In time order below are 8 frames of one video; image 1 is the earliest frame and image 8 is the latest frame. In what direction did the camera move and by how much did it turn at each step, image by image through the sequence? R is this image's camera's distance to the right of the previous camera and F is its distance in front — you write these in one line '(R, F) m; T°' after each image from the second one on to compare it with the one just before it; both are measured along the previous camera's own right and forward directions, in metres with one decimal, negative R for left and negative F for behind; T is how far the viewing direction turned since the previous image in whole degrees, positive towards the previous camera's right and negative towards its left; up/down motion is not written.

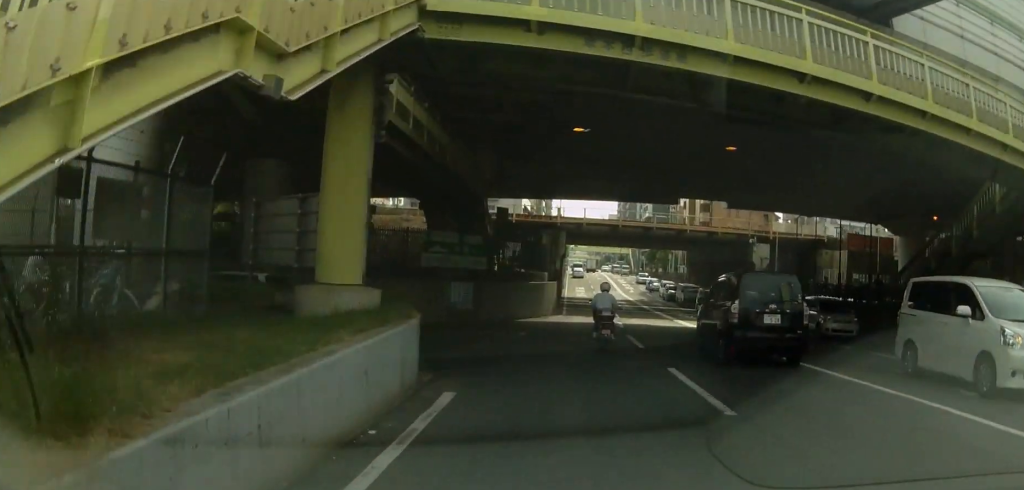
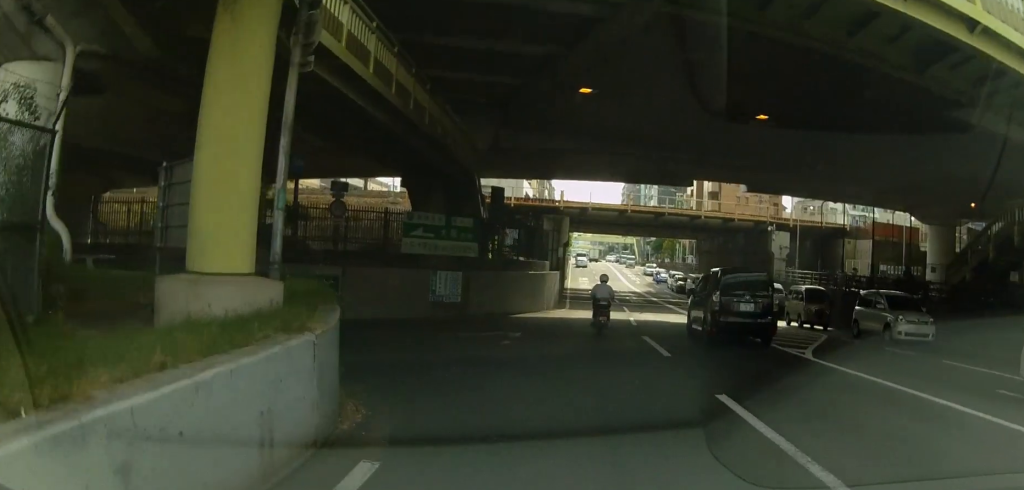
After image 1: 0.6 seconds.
(+0.2, +3.9) m; +1°
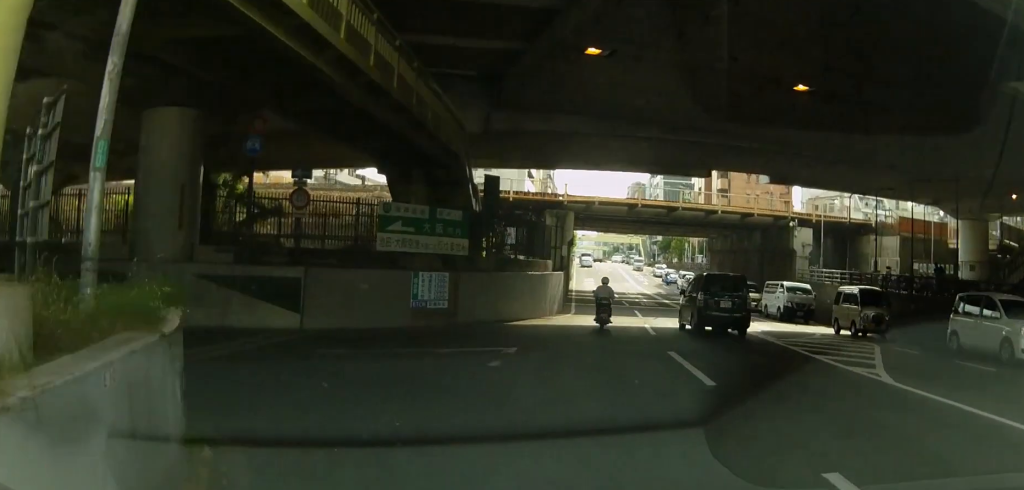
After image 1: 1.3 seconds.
(+0.3, +4.2) m; 0°
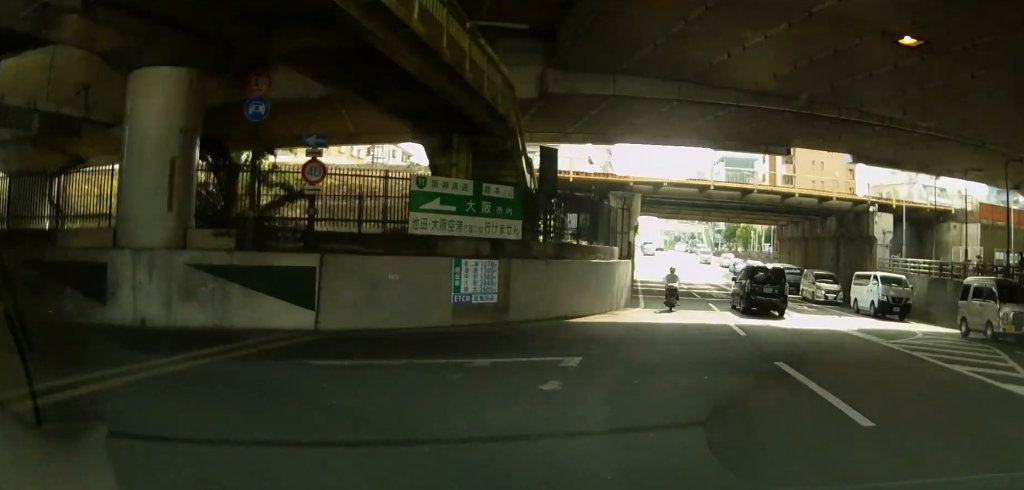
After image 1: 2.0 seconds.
(-0.3, +4.4) m; -4°
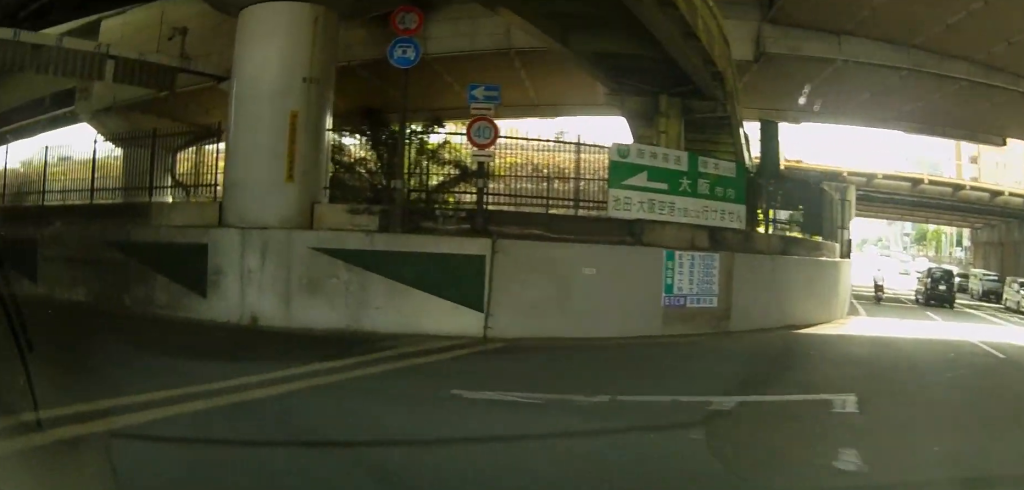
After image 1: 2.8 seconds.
(-0.2, +4.9) m; -5°
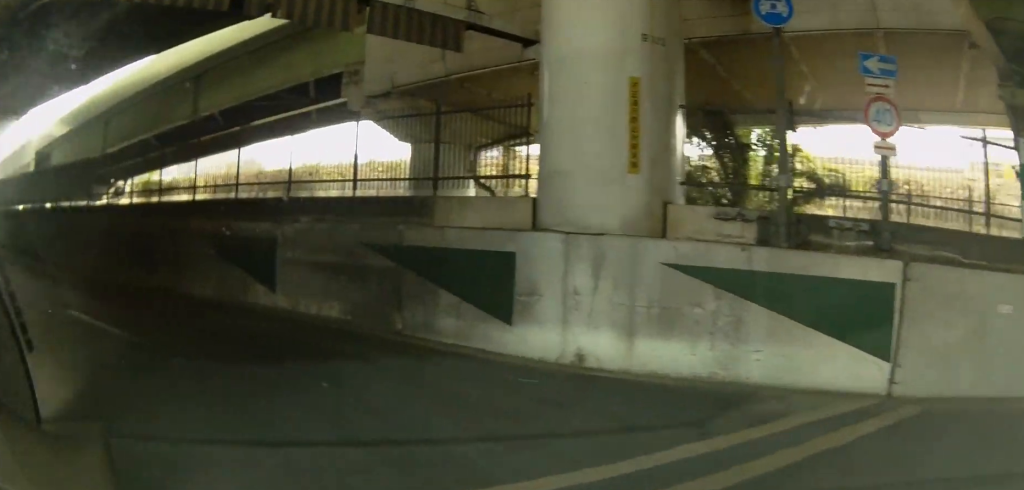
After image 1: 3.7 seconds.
(-0.2, +4.5) m; -9°
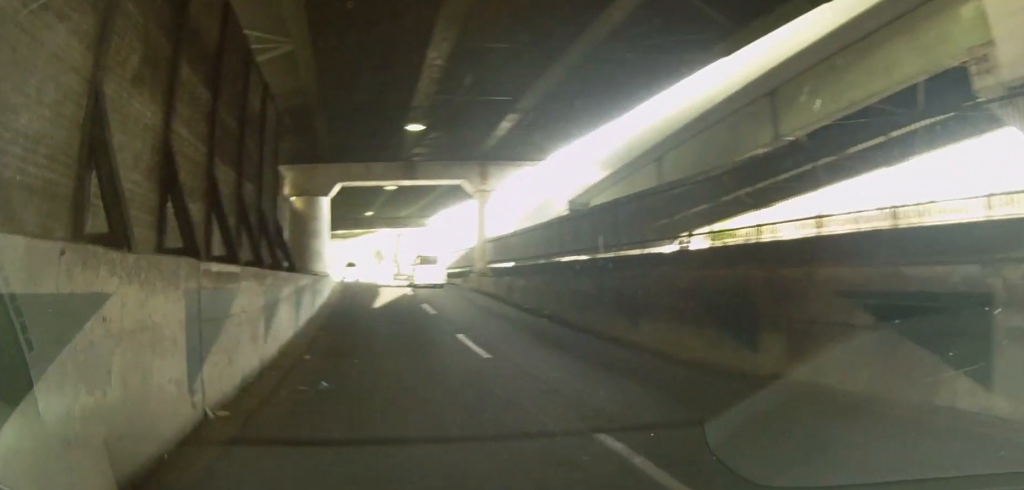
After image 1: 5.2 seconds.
(-1.1, +6.2) m; -18°
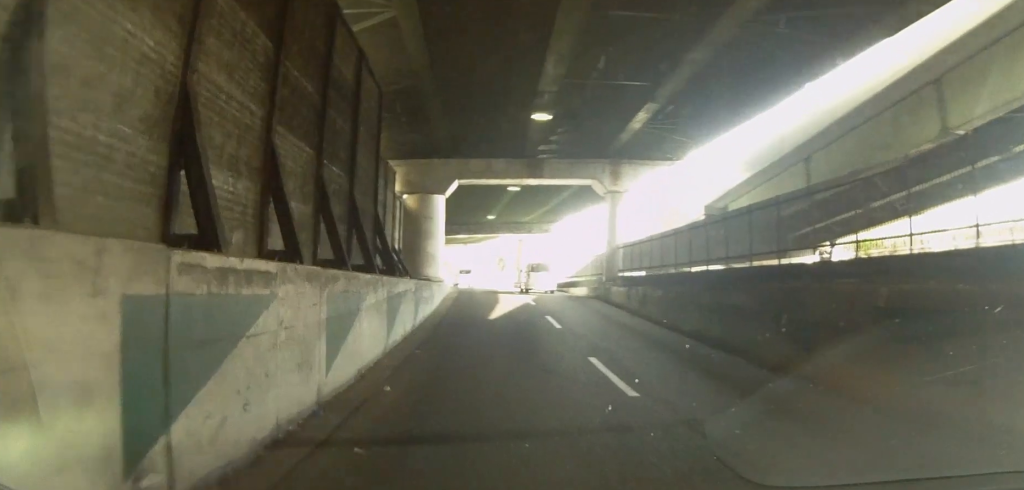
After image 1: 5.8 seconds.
(0.0, +2.0) m; -3°
